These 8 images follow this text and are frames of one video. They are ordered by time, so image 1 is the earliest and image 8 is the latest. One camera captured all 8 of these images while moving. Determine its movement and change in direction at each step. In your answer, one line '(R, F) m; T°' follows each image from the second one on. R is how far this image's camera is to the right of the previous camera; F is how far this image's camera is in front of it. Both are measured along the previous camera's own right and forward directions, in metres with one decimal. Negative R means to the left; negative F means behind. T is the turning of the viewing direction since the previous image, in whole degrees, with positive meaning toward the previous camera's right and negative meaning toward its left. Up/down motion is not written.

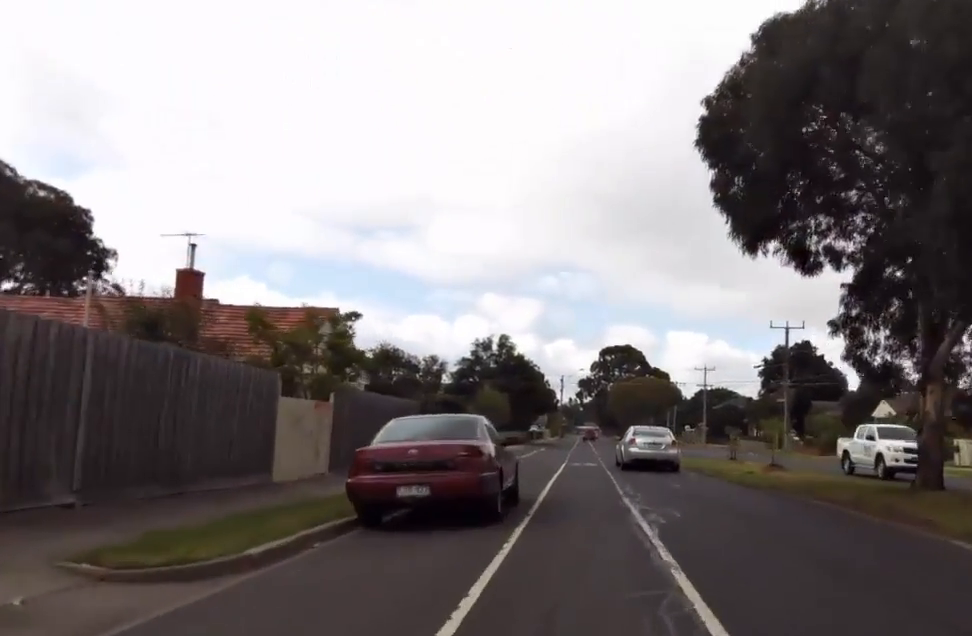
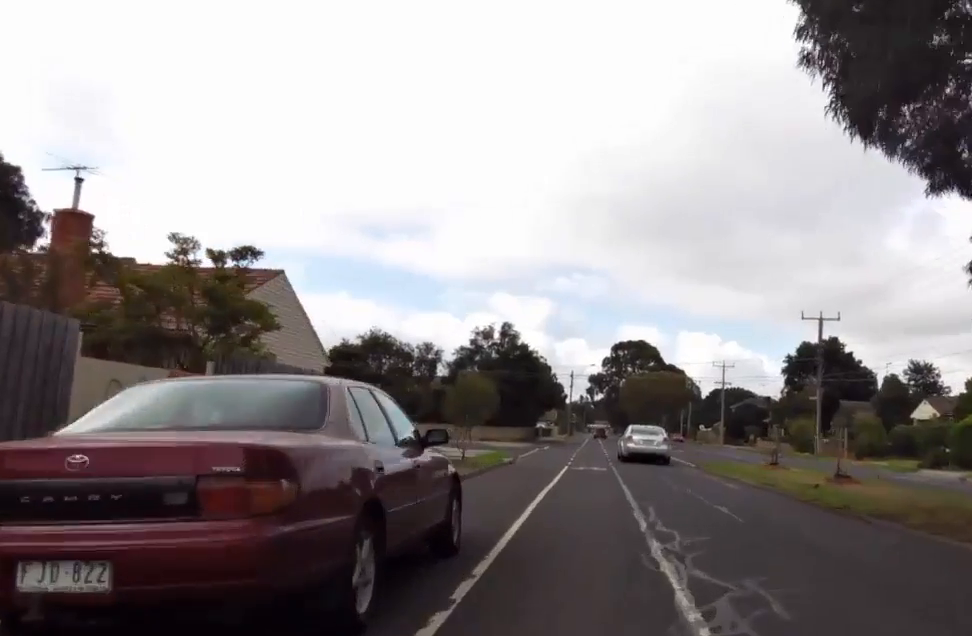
(-0.1, +5.7) m; 0°
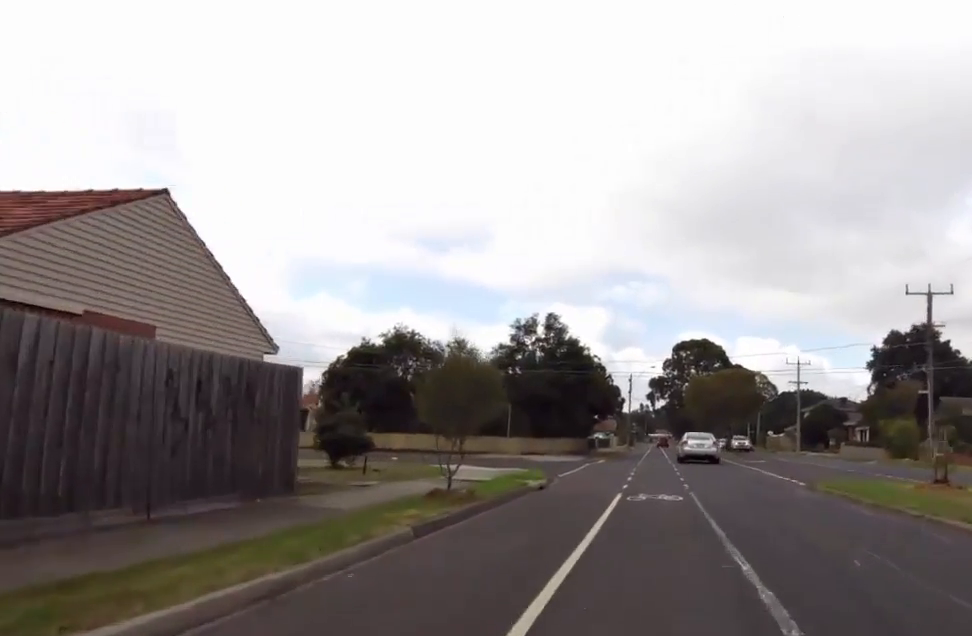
(-0.3, +8.6) m; -2°
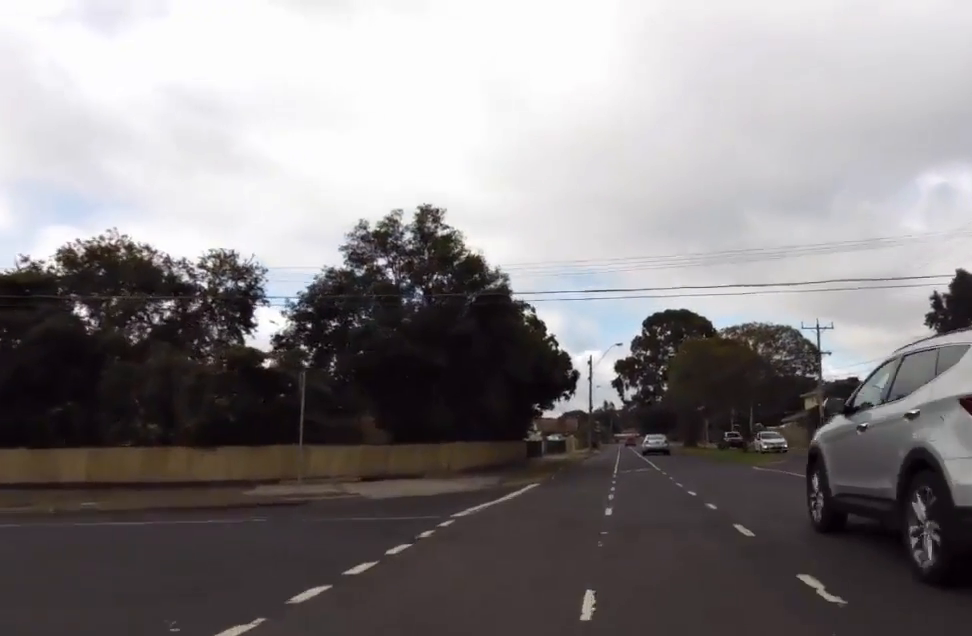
(-1.4, +23.7) m; -2°
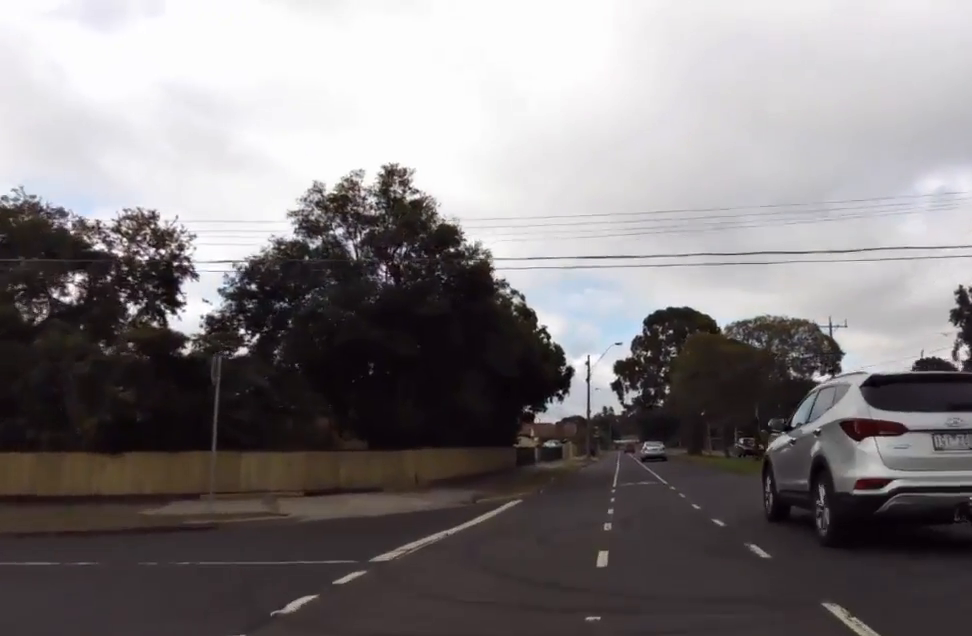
(0.0, +4.0) m; +2°
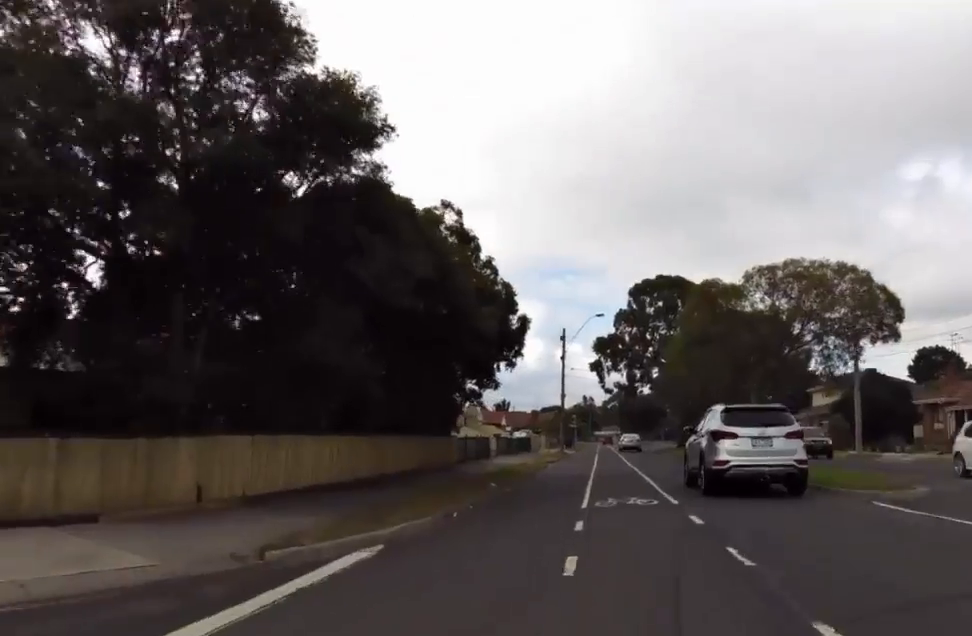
(+0.8, +10.3) m; +5°
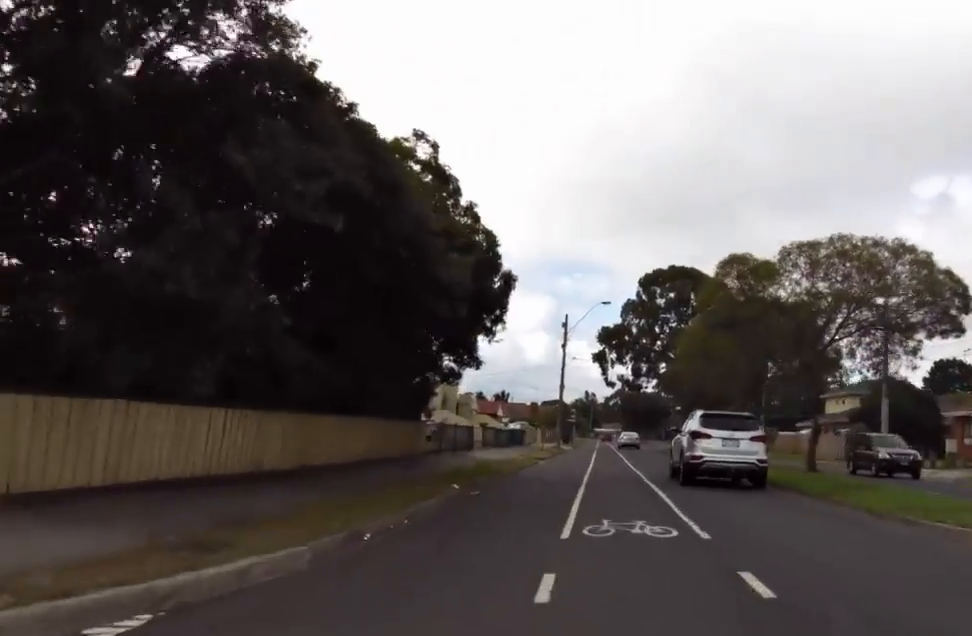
(+0.2, +4.5) m; -2°
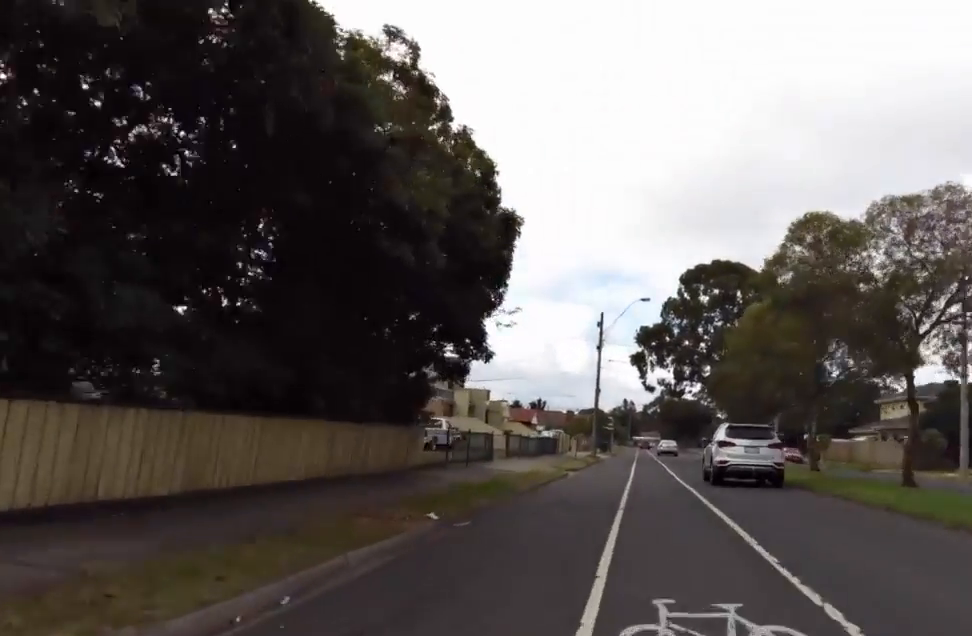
(0.0, +4.8) m; -3°
